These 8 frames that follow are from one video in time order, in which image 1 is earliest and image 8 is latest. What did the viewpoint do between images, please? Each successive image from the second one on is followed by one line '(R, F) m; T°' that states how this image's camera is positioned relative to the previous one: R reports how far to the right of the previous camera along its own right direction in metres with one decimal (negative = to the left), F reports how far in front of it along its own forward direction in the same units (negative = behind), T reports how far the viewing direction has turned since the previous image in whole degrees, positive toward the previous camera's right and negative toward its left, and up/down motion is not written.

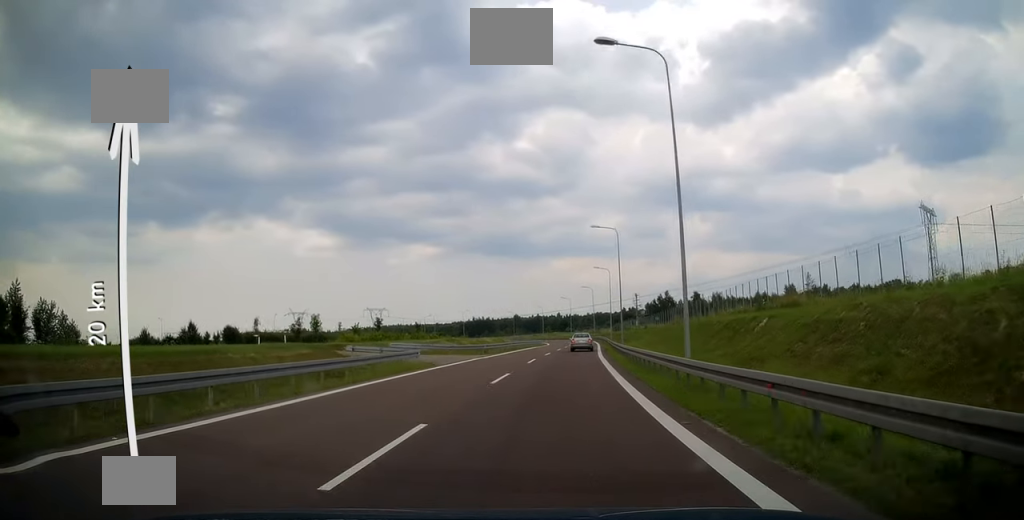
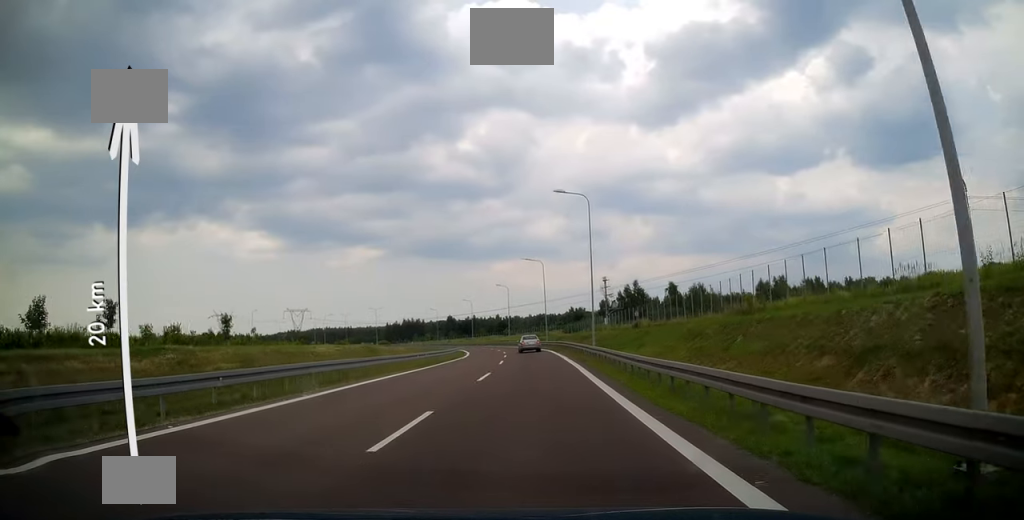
(+2.6, +45.5) m; +6°
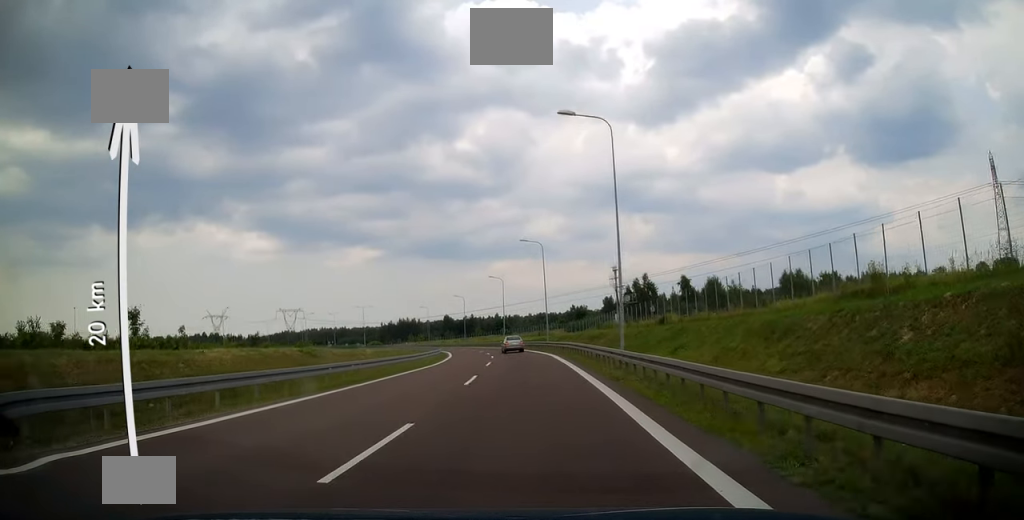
(+0.2, +13.6) m; 0°
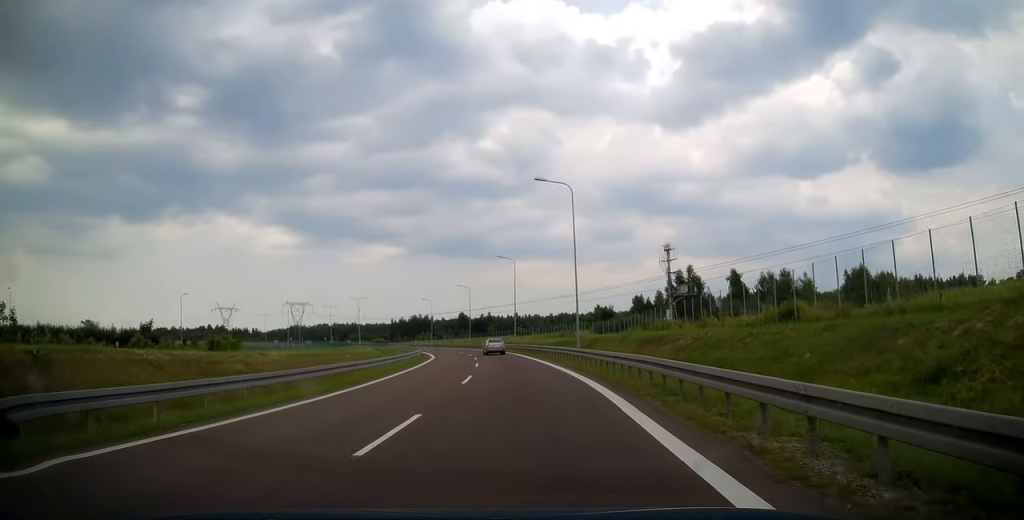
(-0.3, +22.4) m; -2°
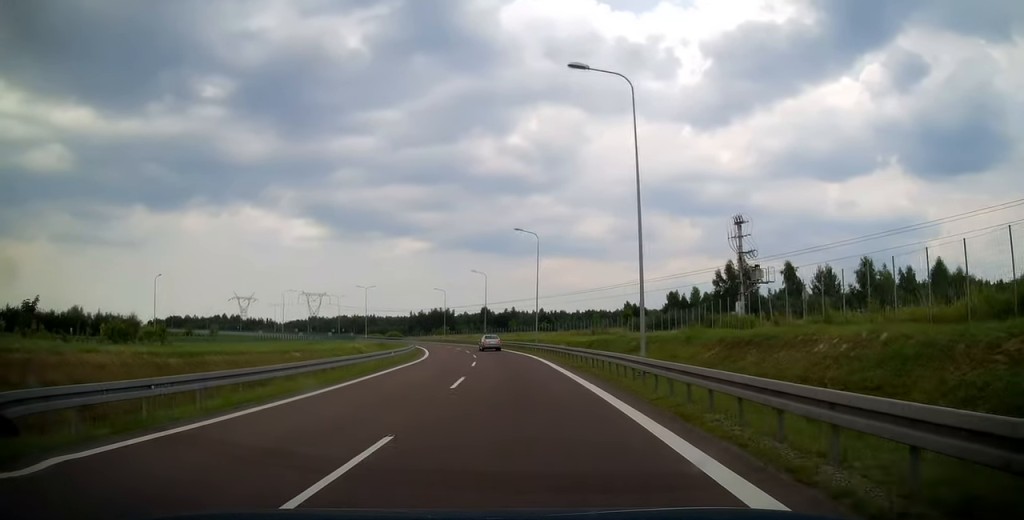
(+0.1, +14.8) m; -2°
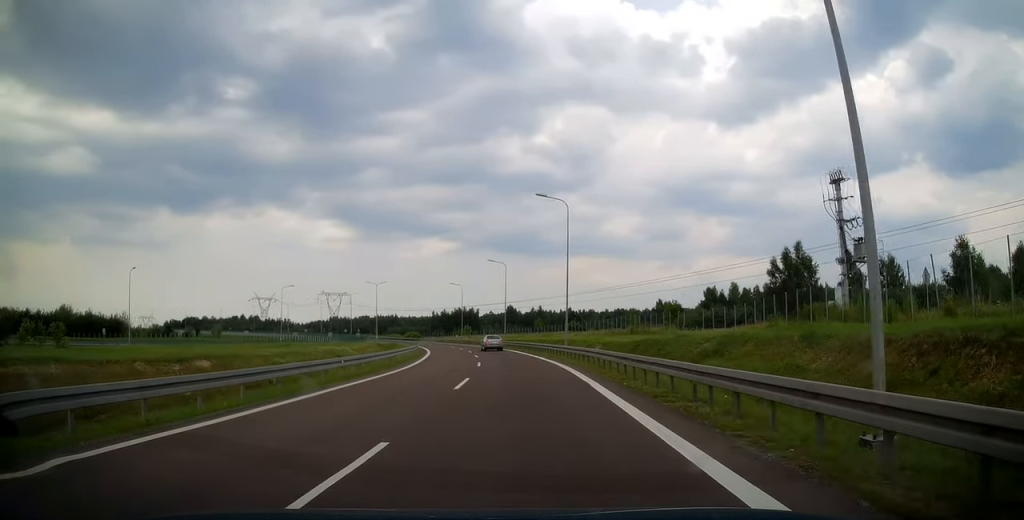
(-0.4, +12.5) m; -3°
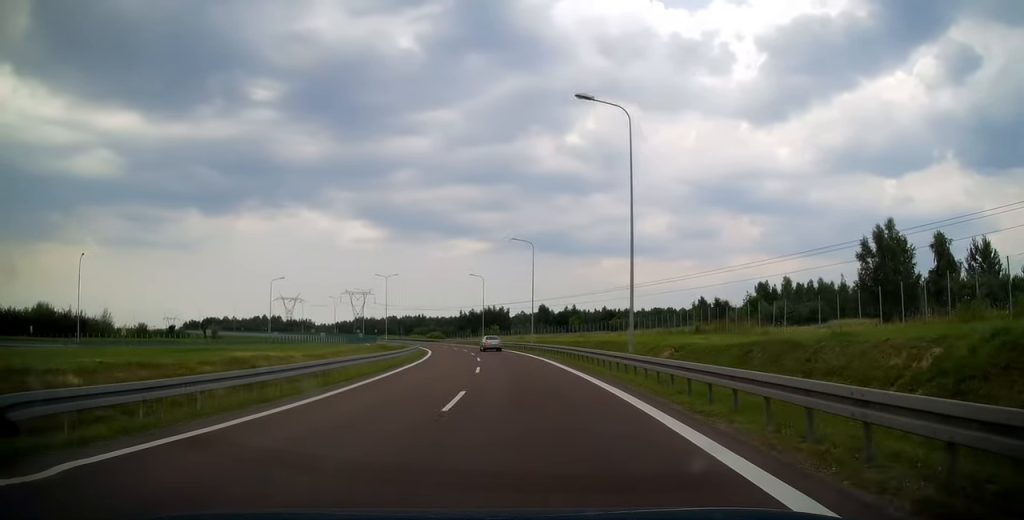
(-0.5, +16.4) m; -3°
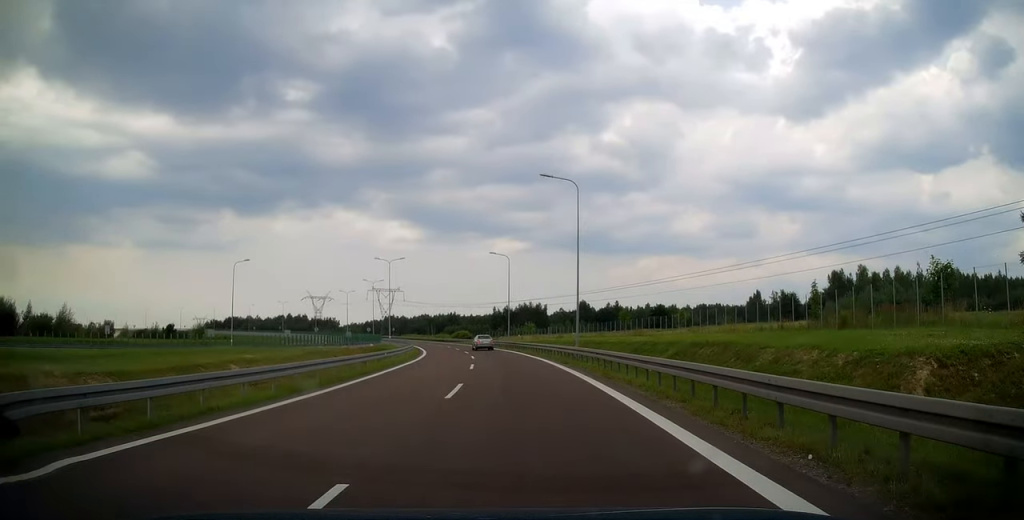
(-0.6, +21.8) m; -4°
